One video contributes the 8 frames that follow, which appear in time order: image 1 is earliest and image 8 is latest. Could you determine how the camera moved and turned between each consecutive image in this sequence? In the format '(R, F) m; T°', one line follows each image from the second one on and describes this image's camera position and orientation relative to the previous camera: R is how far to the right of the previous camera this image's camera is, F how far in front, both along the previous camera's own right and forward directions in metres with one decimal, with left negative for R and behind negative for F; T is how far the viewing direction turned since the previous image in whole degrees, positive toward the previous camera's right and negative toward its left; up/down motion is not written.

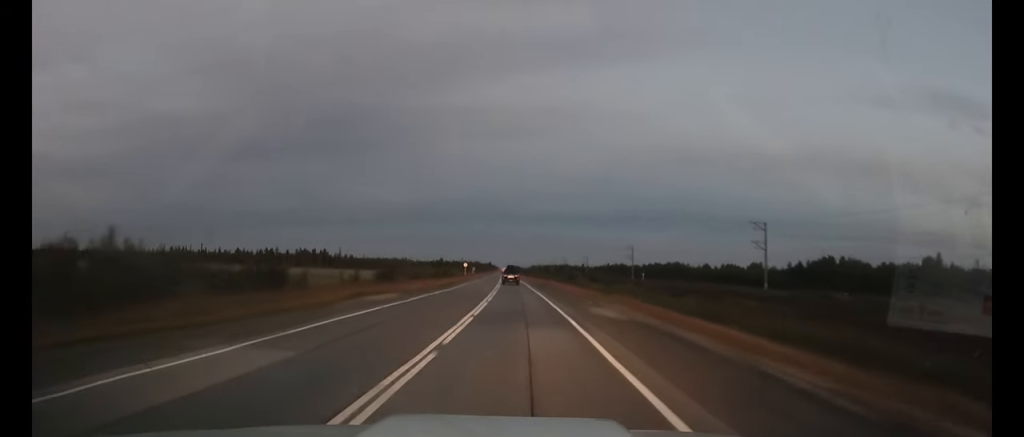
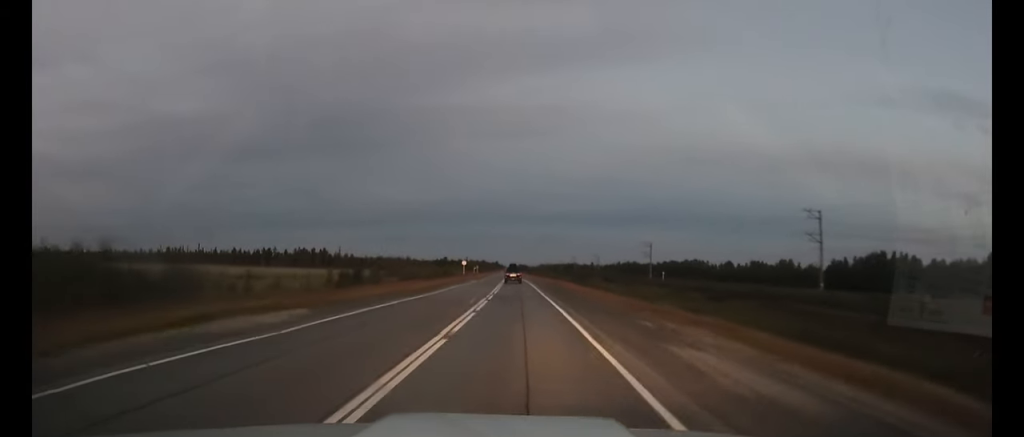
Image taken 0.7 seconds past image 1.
(-0.1, +15.3) m; -1°
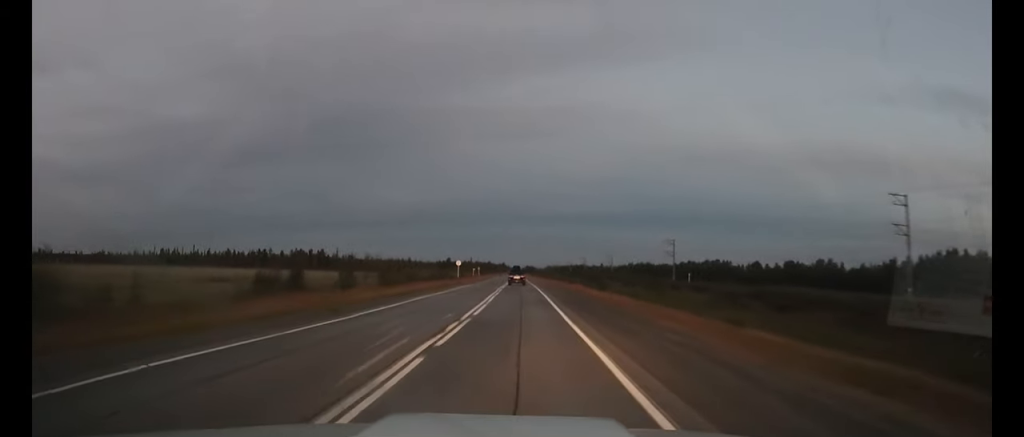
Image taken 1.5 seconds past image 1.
(-0.2, +17.7) m; -1°
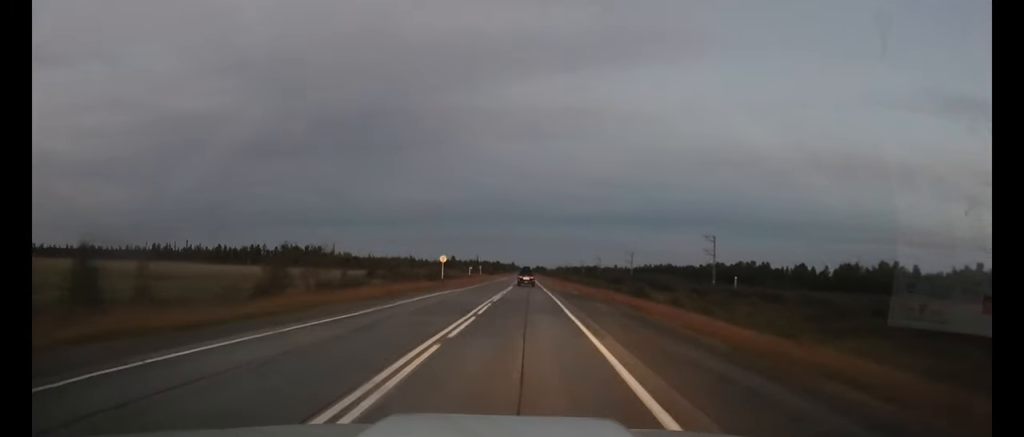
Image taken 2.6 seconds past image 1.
(-0.2, +23.7) m; -1°
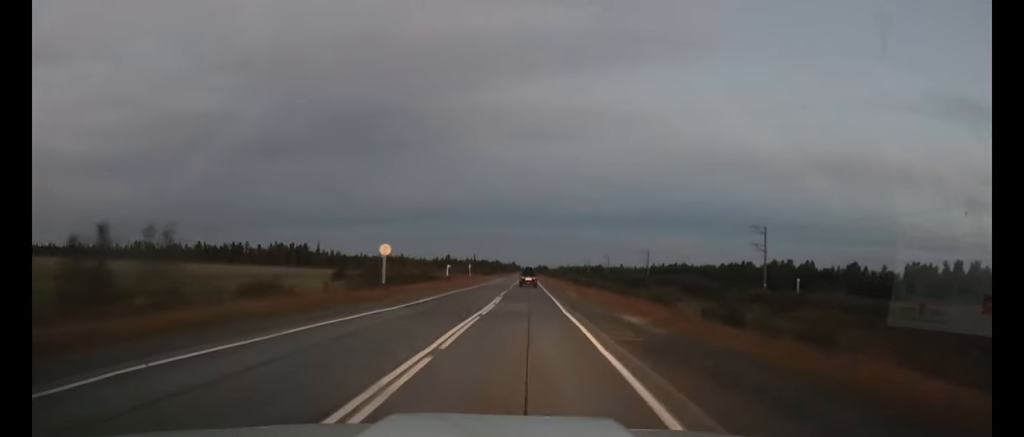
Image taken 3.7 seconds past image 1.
(-0.2, +25.4) m; -1°
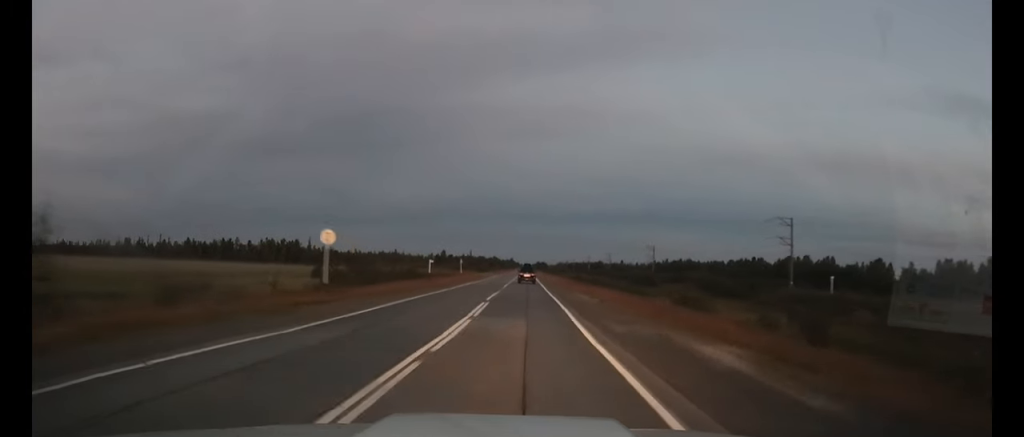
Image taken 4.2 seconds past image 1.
(0.0, +10.5) m; 0°
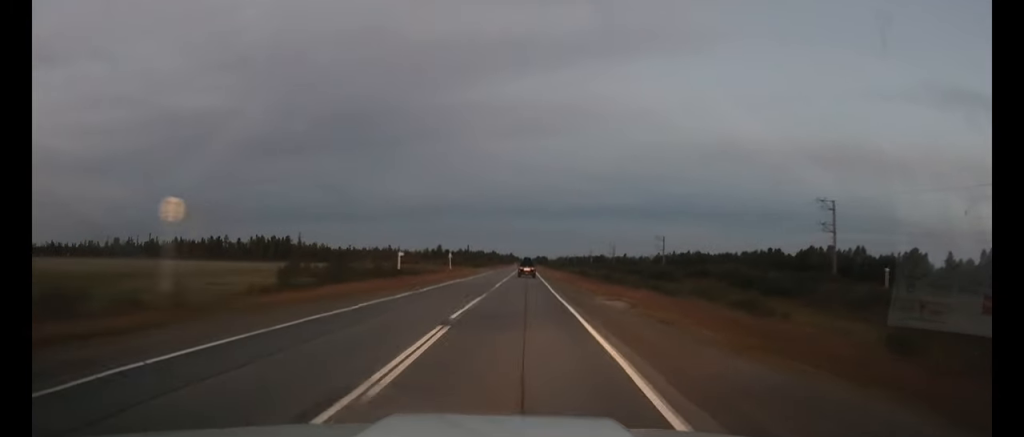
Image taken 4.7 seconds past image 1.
(0.0, +12.7) m; 0°
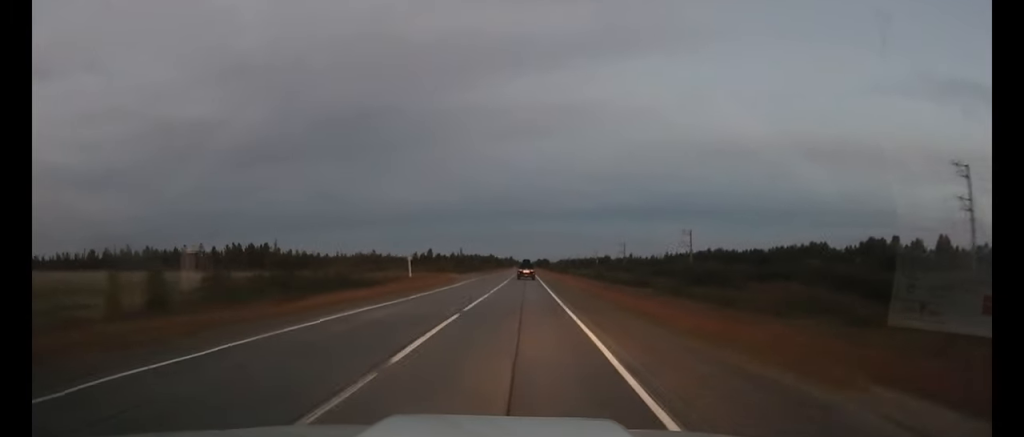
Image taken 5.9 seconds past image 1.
(+0.1, +26.9) m; 0°
